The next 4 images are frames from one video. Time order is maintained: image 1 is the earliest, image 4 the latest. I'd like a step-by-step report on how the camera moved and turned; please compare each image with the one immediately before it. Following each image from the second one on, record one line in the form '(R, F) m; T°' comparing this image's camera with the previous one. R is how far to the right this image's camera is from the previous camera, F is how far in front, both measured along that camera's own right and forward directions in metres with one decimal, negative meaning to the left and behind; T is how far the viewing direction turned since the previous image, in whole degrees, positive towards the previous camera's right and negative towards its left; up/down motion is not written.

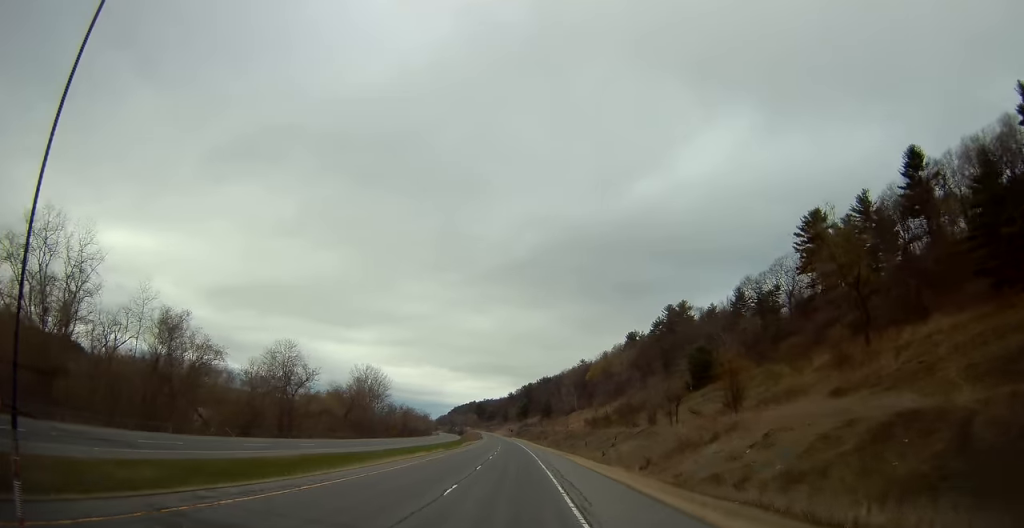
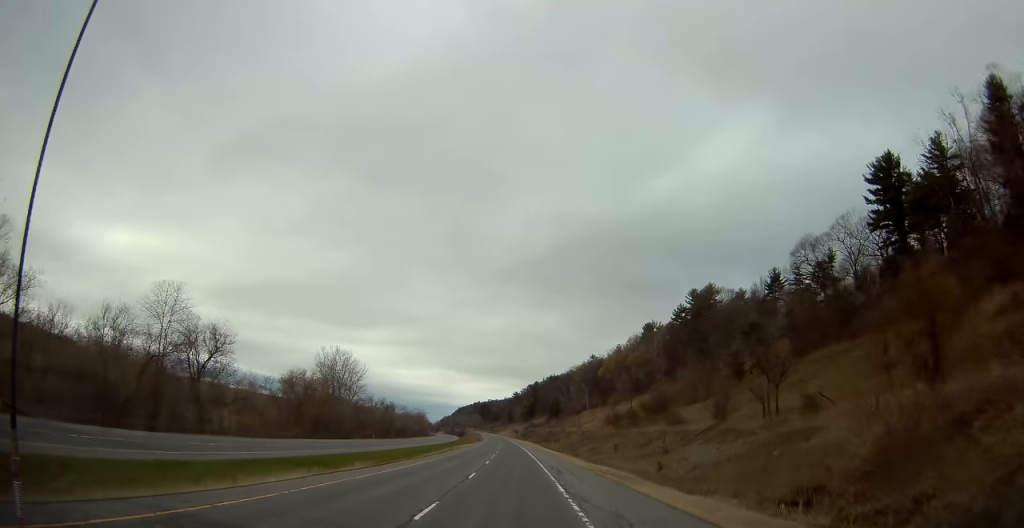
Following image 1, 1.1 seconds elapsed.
(0.0, +29.3) m; -1°
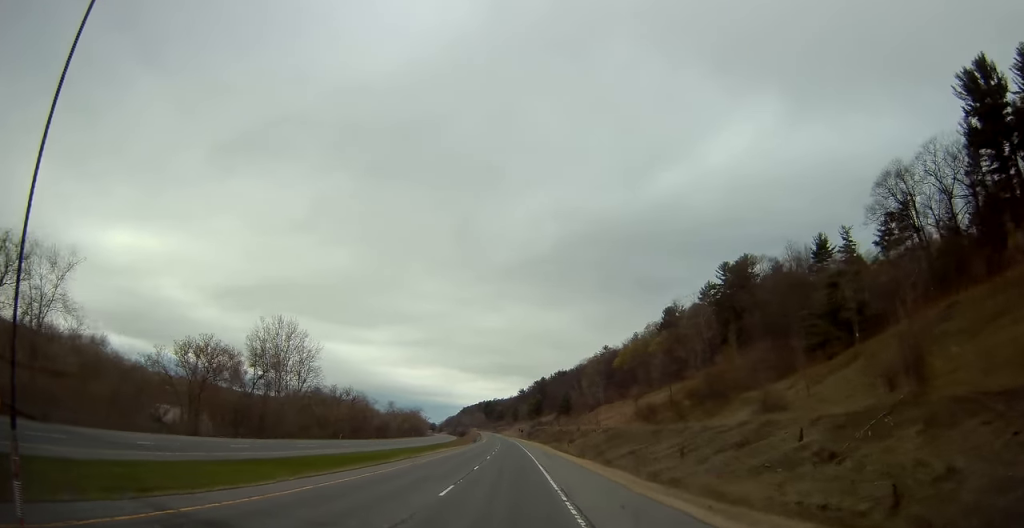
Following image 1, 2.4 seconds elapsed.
(-0.3, +31.9) m; -1°
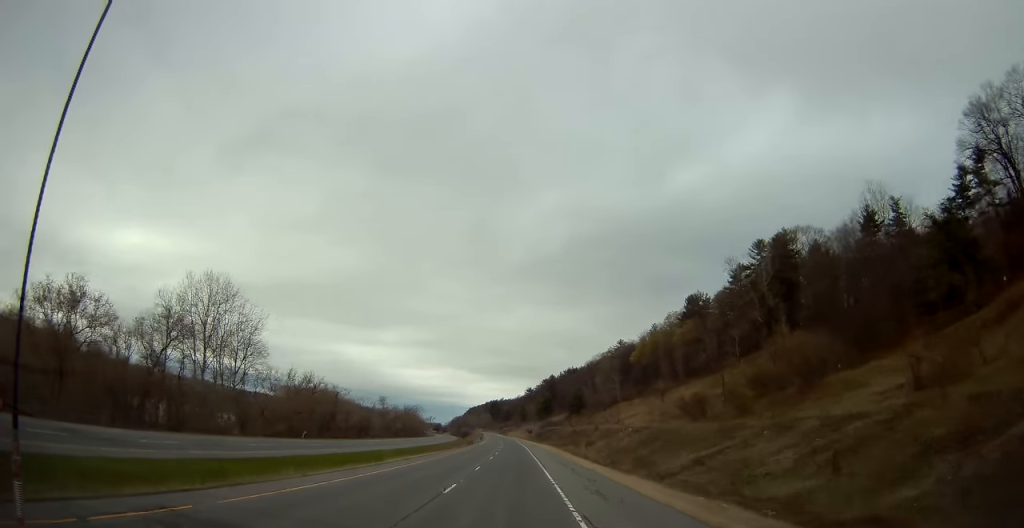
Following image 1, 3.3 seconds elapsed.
(-0.2, +24.1) m; -1°
